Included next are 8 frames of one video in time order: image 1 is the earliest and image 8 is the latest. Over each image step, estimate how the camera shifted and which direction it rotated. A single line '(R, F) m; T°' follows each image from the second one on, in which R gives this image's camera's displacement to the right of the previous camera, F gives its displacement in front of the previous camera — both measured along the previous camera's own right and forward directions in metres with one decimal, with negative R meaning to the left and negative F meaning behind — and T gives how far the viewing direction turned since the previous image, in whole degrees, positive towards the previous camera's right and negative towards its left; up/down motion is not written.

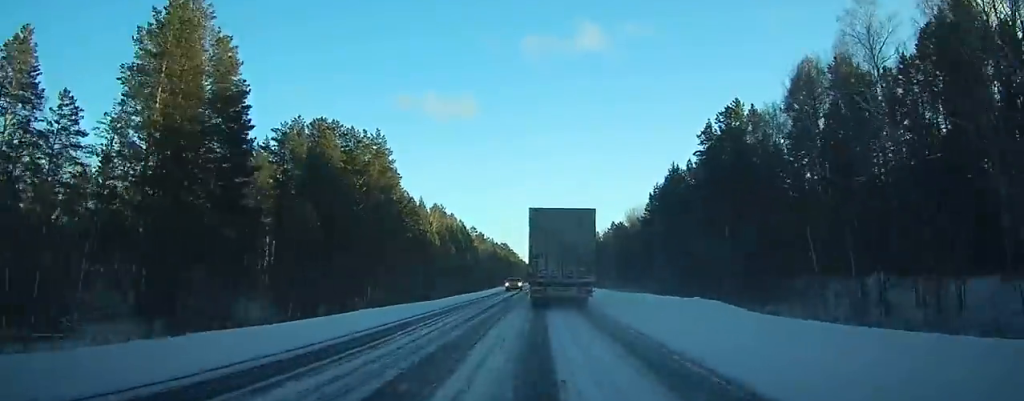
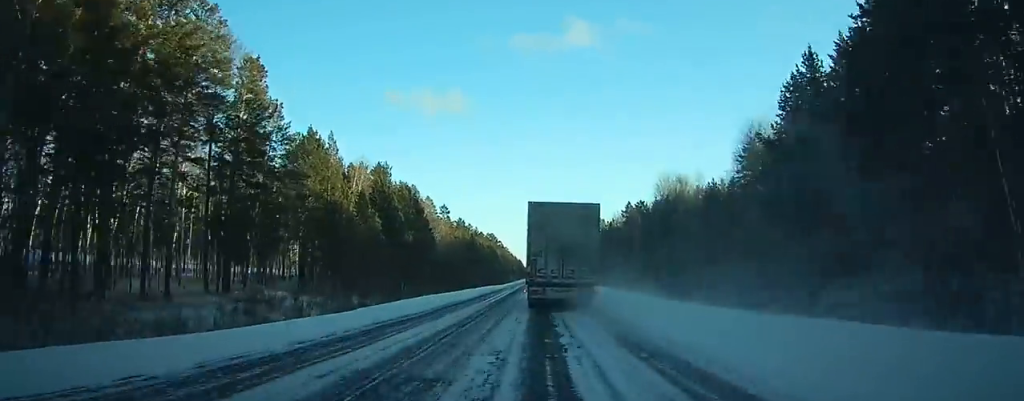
(+0.1, +62.3) m; 0°
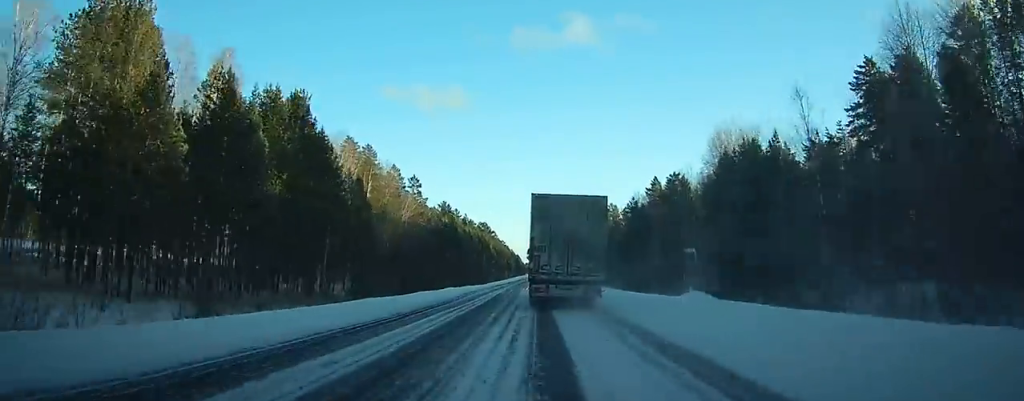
(+0.2, +45.9) m; 0°
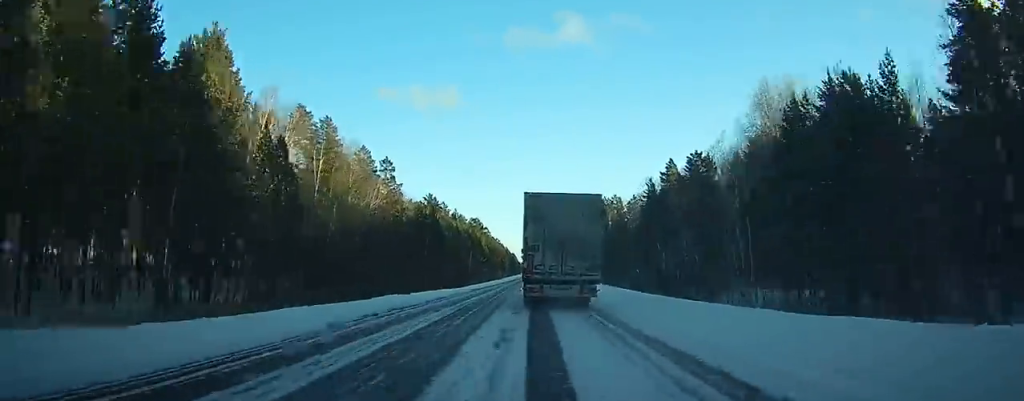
(+0.1, +22.8) m; 0°
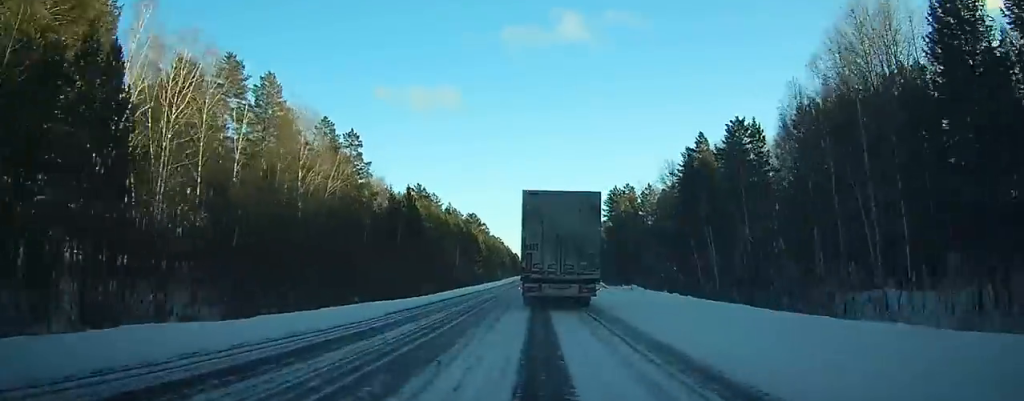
(-0.2, +24.0) m; 0°
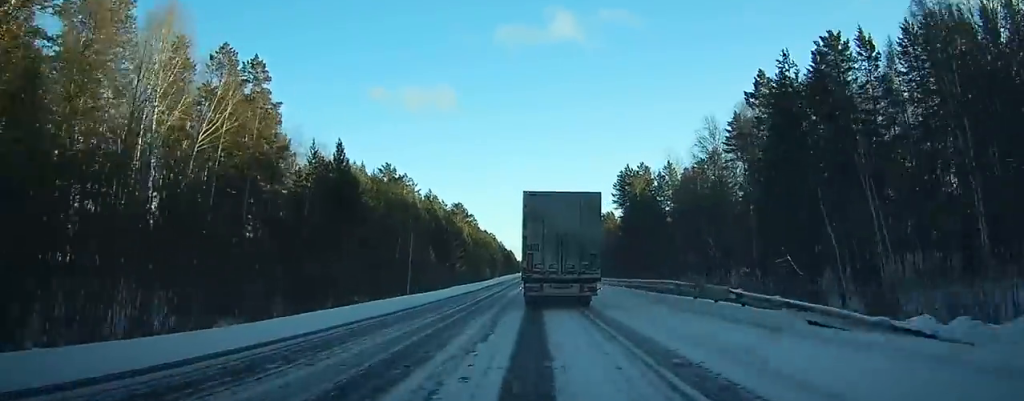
(-0.1, +33.7) m; 0°
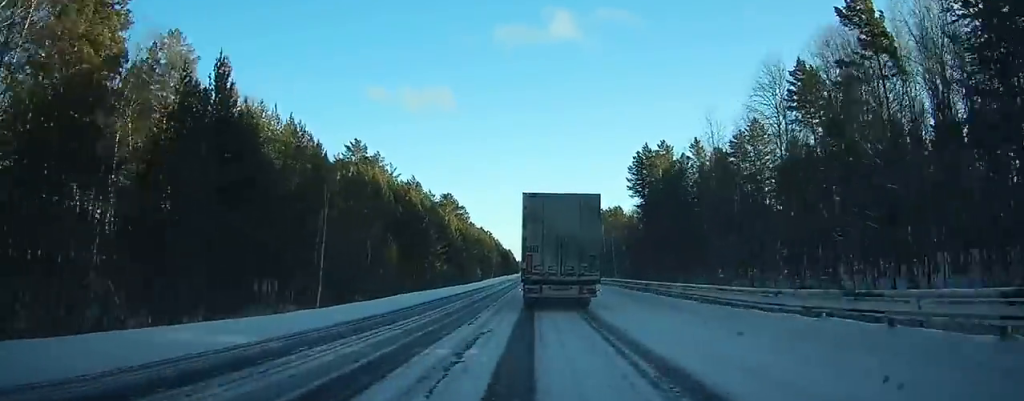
(+0.2, +26.6) m; 0°
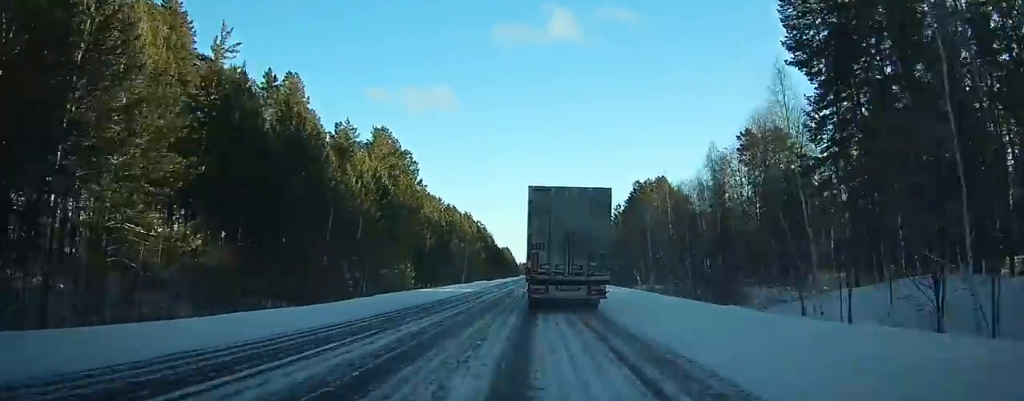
(-0.9, +84.5) m; 0°
